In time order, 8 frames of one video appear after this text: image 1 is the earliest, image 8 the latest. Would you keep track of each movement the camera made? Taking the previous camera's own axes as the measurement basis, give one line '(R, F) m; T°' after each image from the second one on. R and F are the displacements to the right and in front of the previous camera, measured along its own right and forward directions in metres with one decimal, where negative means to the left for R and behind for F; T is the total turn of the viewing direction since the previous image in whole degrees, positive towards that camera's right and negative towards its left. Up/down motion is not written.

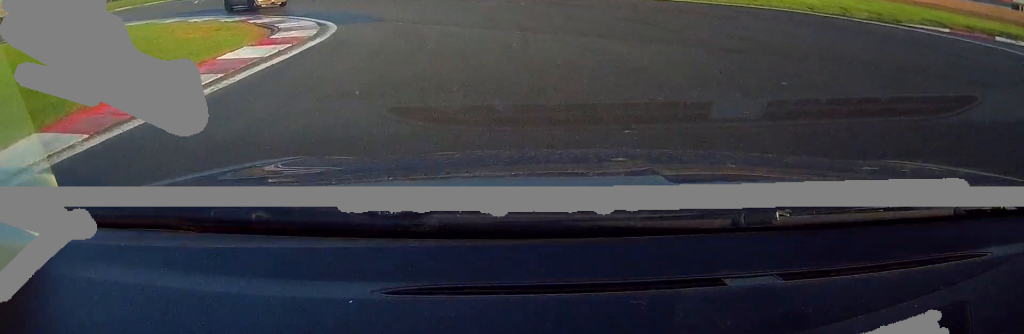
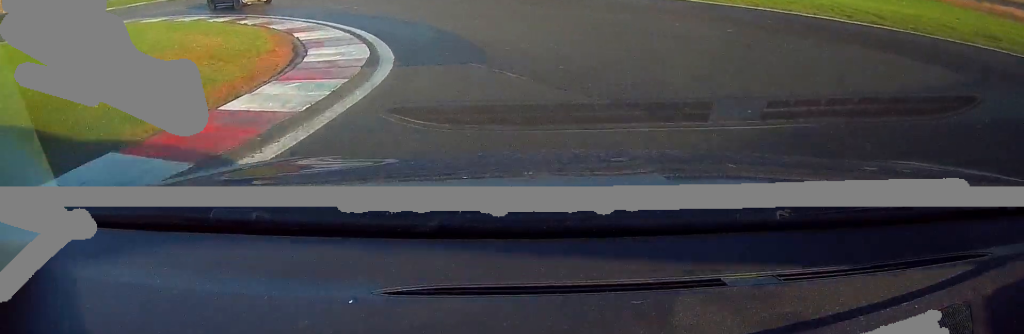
(-1.0, +8.0) m; -14°
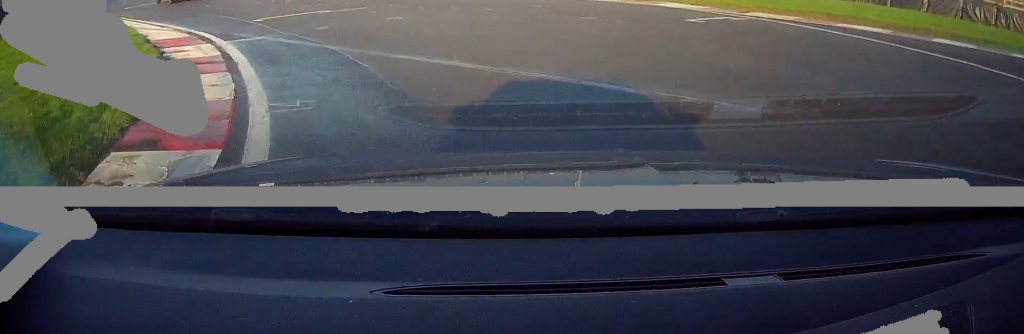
(-11.2, +24.6) m; -51°
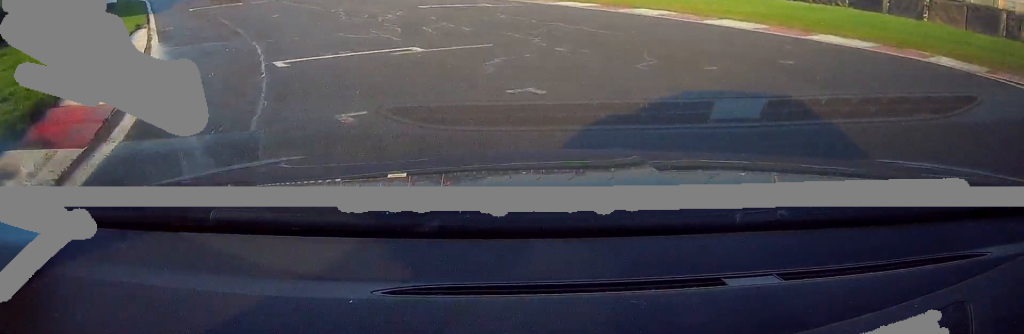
(-1.0, +7.4) m; -13°
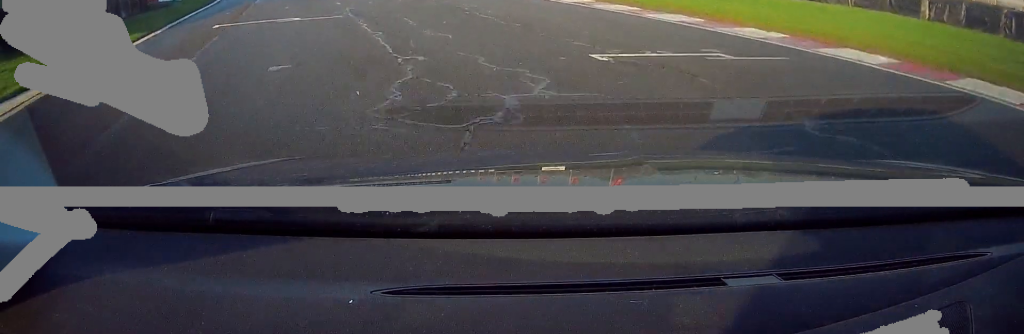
(-1.3, +9.6) m; -14°
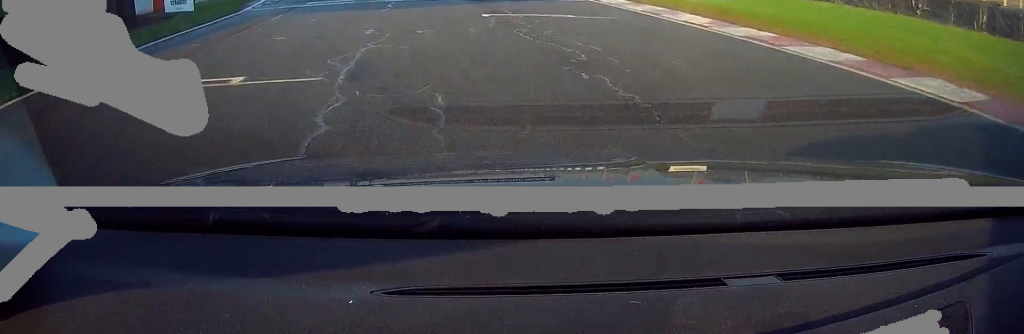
(-0.9, +8.3) m; -10°
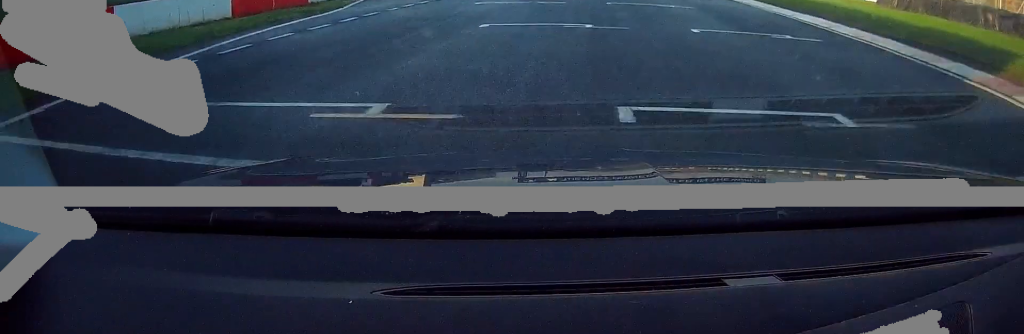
(-3.5, +18.6) m; -18°
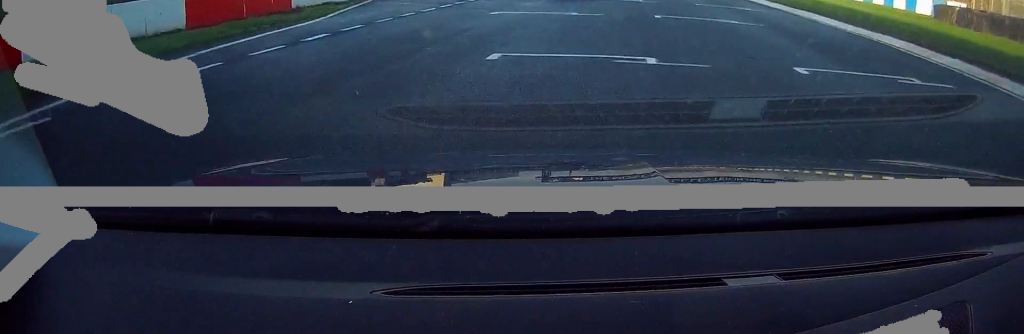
(-0.1, +4.5) m; -2°
